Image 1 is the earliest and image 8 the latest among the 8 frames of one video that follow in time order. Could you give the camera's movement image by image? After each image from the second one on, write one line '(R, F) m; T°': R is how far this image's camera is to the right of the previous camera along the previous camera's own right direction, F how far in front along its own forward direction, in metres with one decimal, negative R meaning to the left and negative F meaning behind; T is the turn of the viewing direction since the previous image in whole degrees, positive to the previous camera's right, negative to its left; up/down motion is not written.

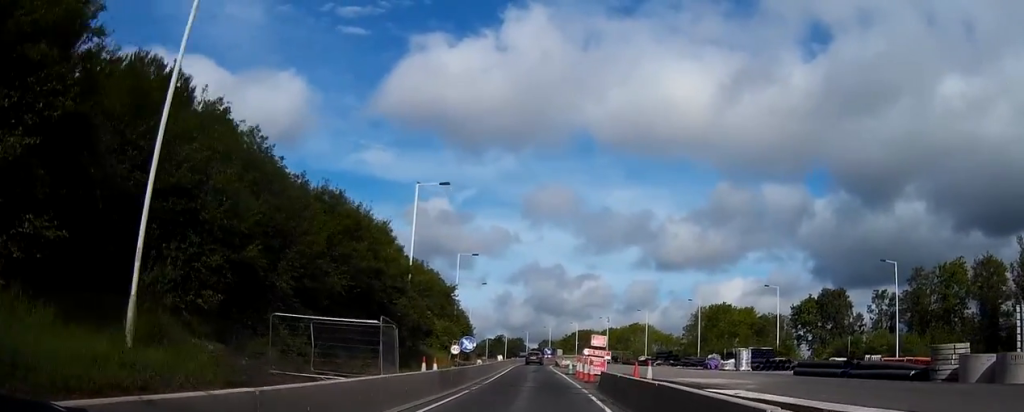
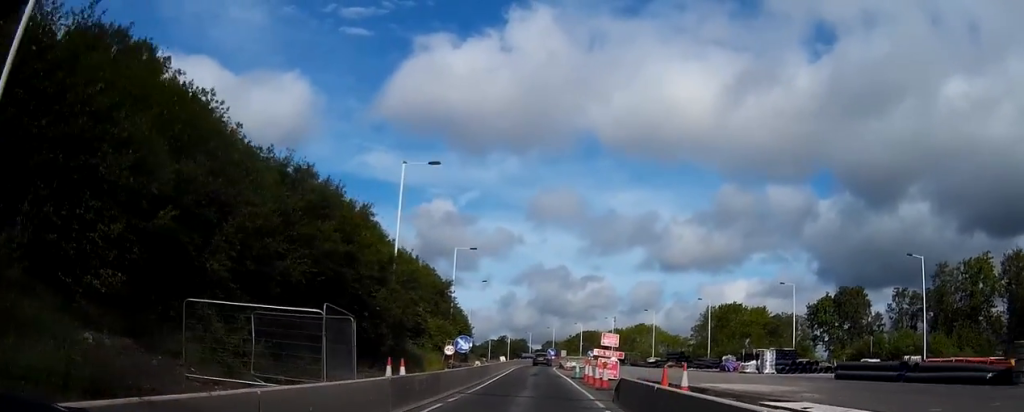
(-0.1, +6.0) m; -1°
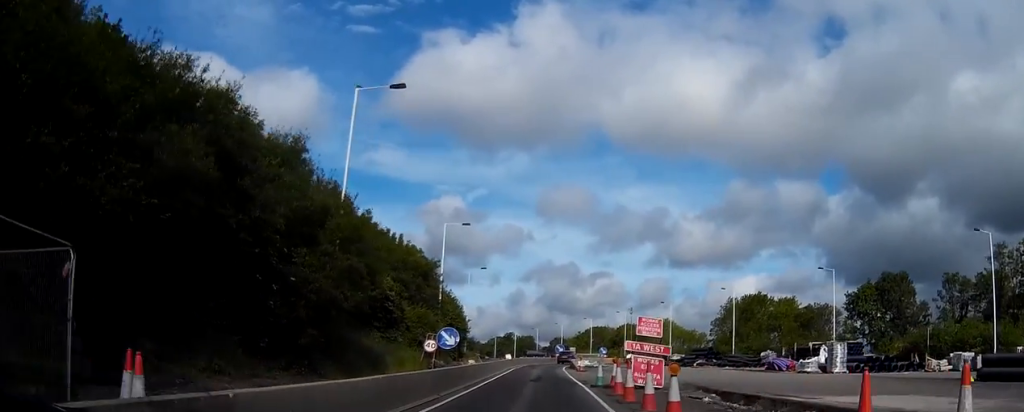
(-0.1, +13.0) m; -1°
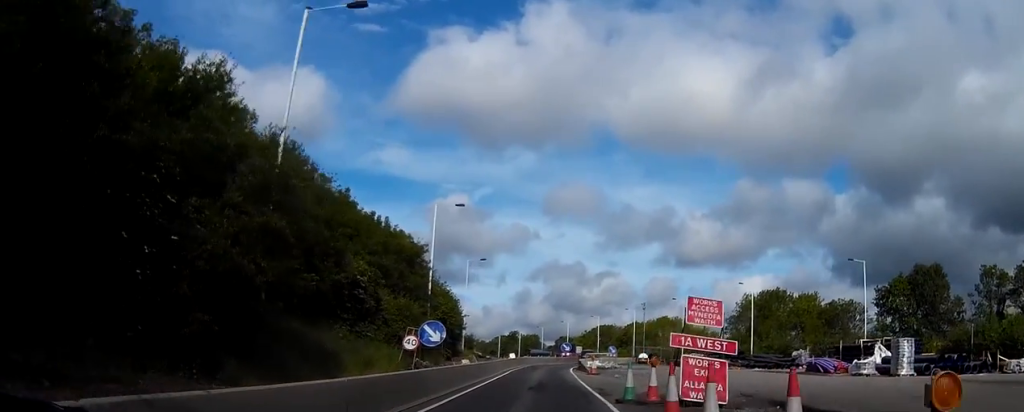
(0.0, +8.3) m; 0°
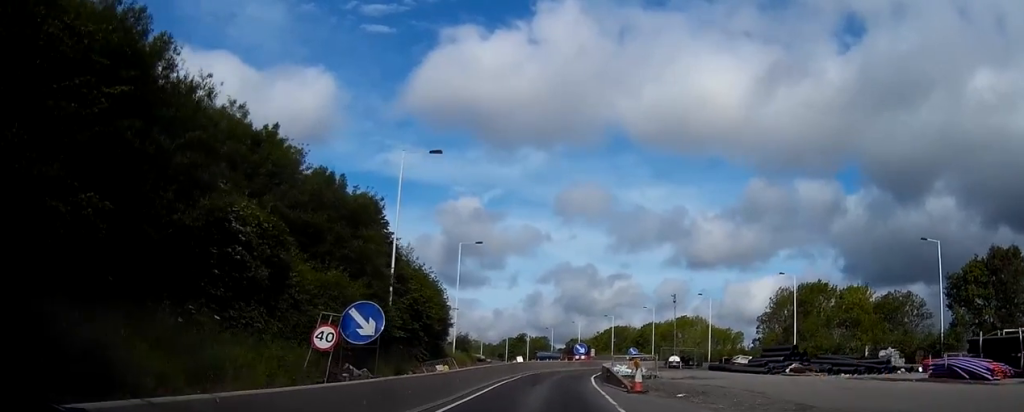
(+0.1, +16.4) m; +1°
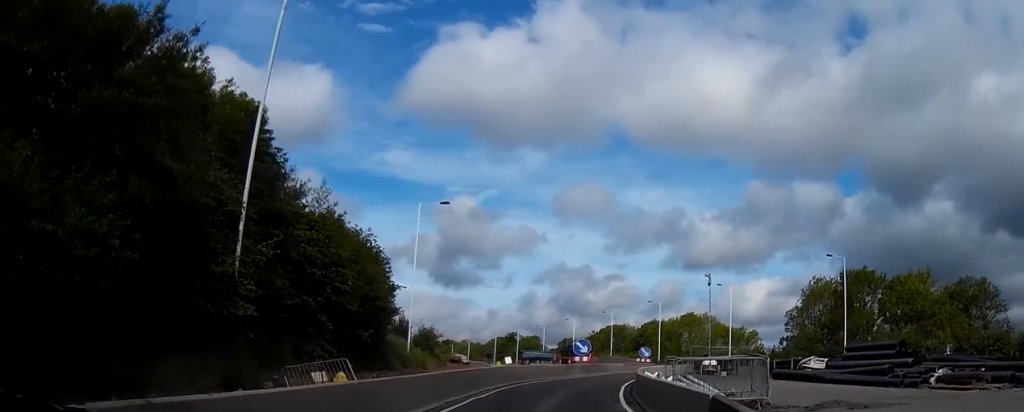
(+0.2, +19.9) m; +1°
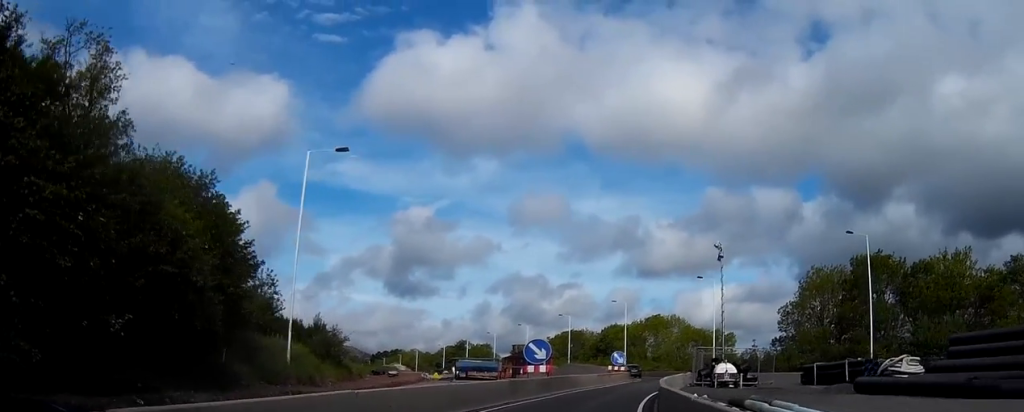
(+0.3, +17.1) m; +2°
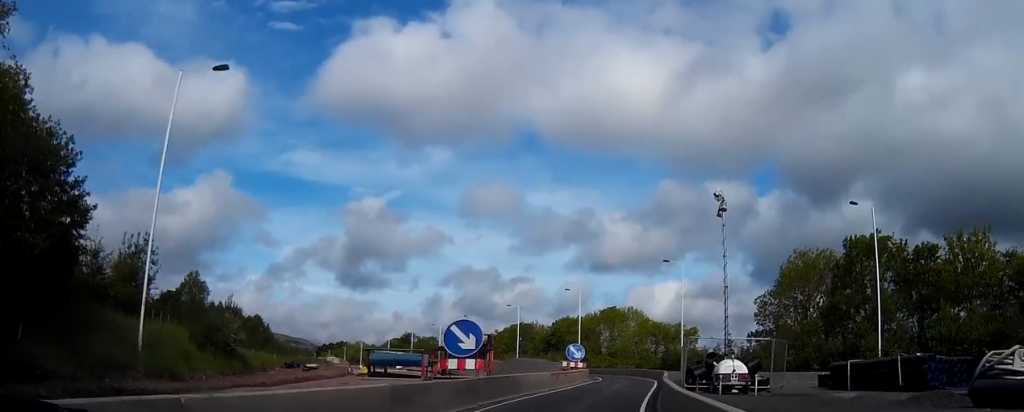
(+0.1, +10.6) m; +3°
